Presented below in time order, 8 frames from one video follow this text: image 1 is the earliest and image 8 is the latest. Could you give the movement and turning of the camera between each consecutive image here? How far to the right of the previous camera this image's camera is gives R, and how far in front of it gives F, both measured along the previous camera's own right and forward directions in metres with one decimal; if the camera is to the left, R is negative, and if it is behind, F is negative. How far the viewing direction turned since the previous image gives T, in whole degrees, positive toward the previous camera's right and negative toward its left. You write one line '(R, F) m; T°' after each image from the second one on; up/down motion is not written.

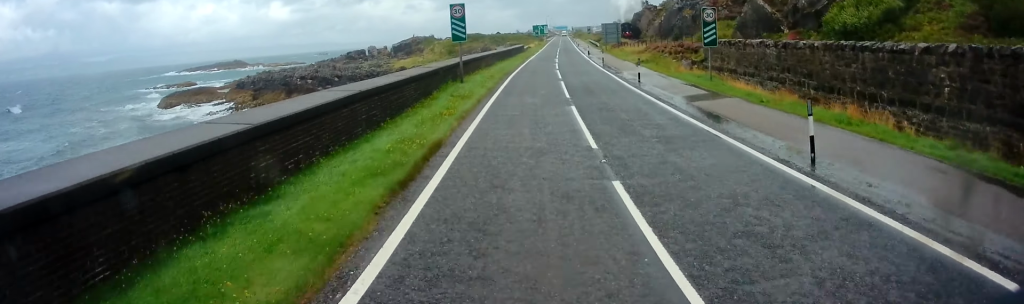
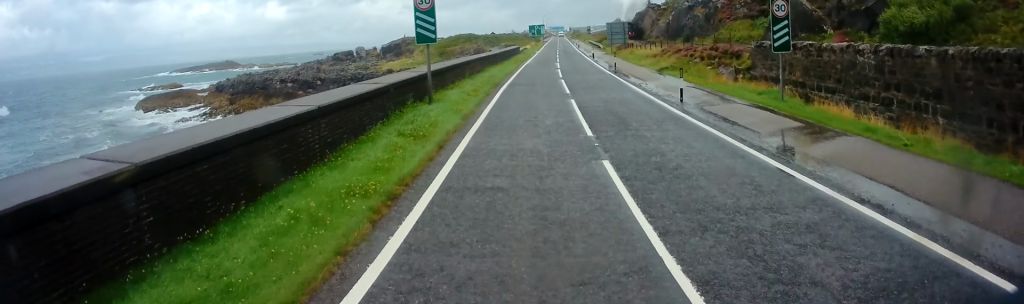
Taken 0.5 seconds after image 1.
(+0.2, +7.8) m; +1°
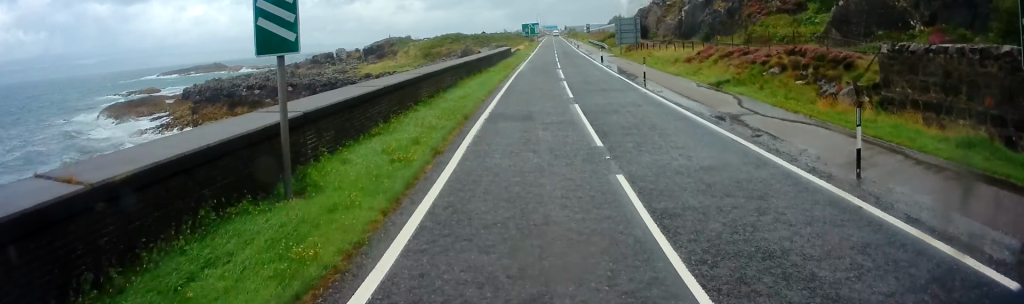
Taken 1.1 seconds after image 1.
(+0.1, +10.8) m; 0°
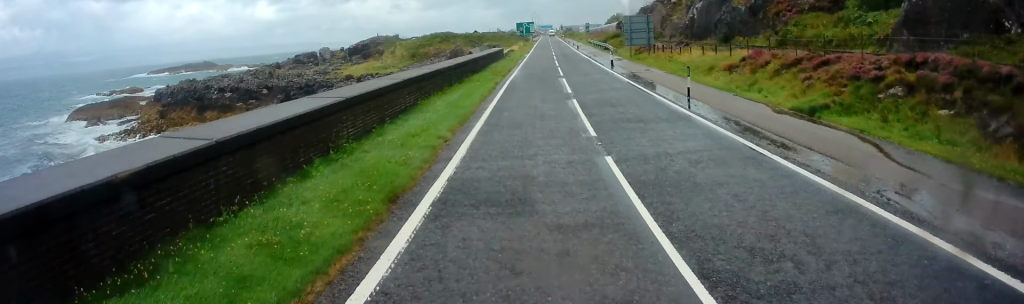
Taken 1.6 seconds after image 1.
(+0.1, +8.0) m; 0°
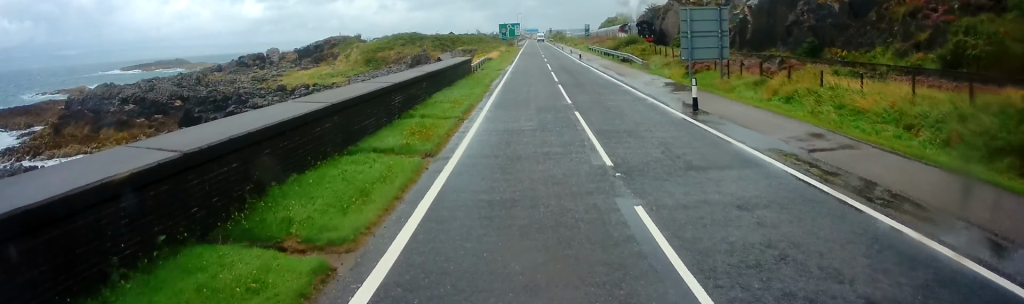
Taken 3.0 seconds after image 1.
(-0.1, +20.6) m; +1°
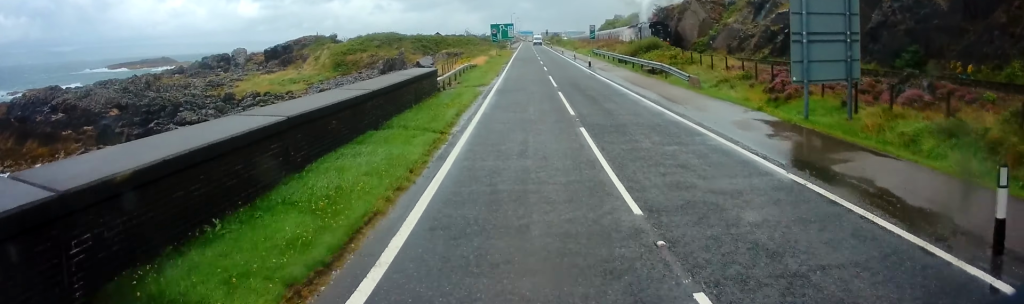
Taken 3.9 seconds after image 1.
(+0.1, +11.7) m; +1°
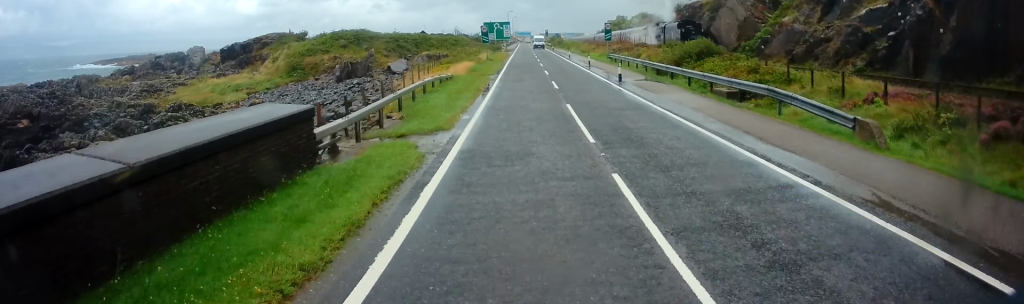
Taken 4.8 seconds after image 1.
(+0.2, +13.3) m; +2°
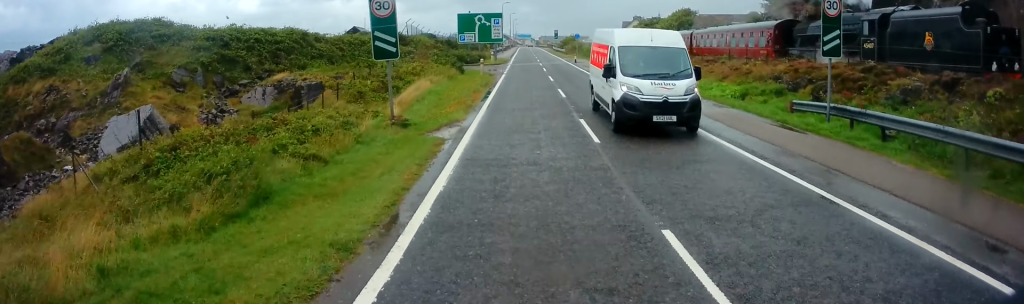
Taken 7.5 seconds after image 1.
(+0.5, +38.2) m; 0°
